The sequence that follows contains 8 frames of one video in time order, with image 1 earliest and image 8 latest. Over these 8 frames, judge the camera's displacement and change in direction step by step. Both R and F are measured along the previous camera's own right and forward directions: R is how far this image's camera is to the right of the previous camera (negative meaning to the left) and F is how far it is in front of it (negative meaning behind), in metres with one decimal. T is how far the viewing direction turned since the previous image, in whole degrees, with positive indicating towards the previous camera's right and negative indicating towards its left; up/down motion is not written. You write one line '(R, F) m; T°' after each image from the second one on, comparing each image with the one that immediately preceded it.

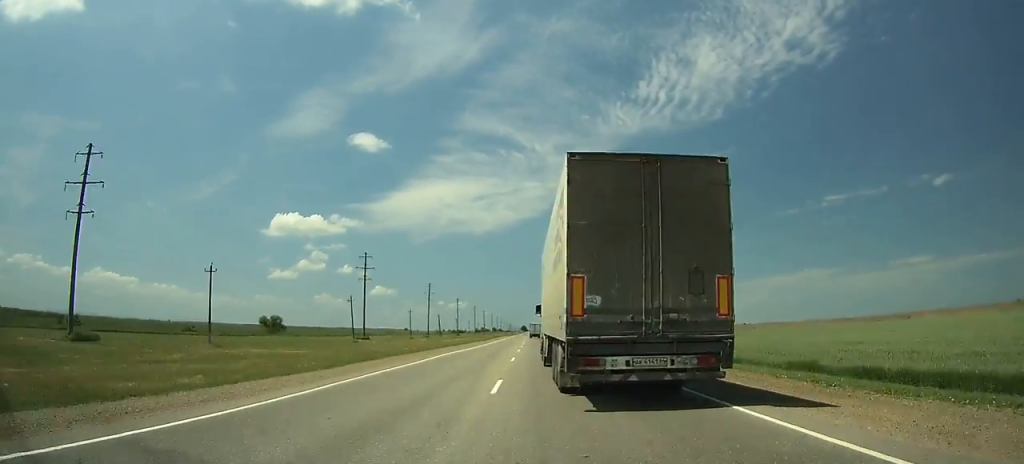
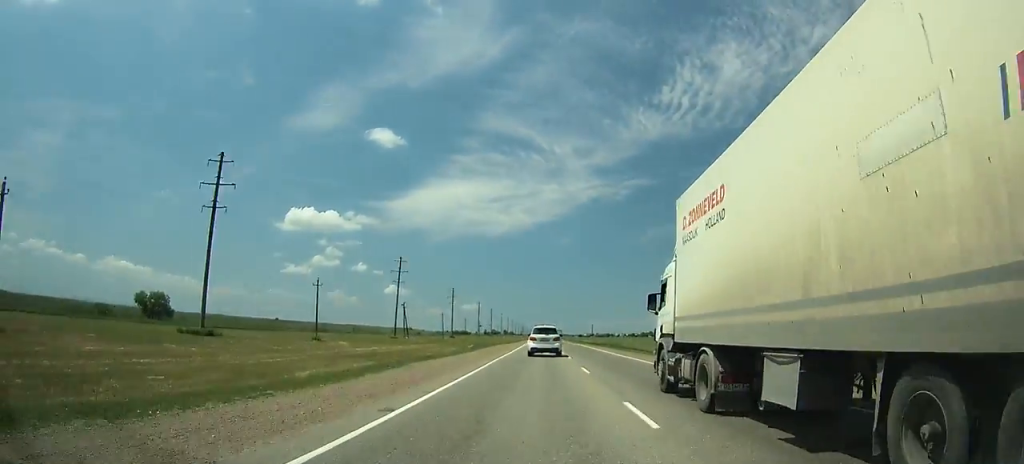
(-0.5, +92.7) m; 0°
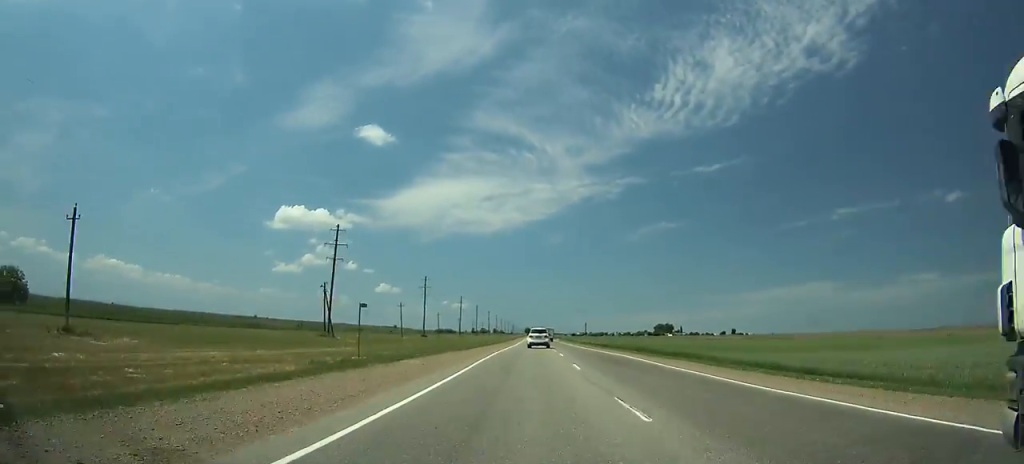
(-0.1, +47.5) m; +1°
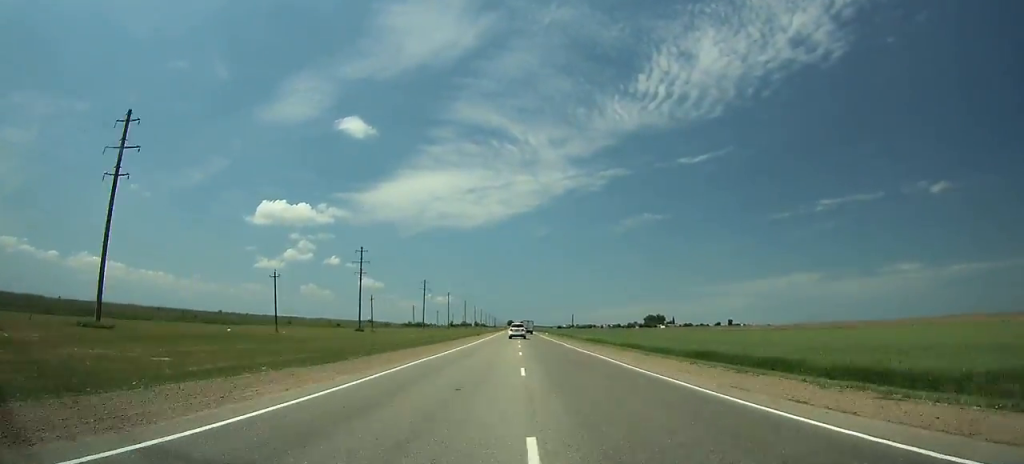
(+1.2, +61.4) m; +1°
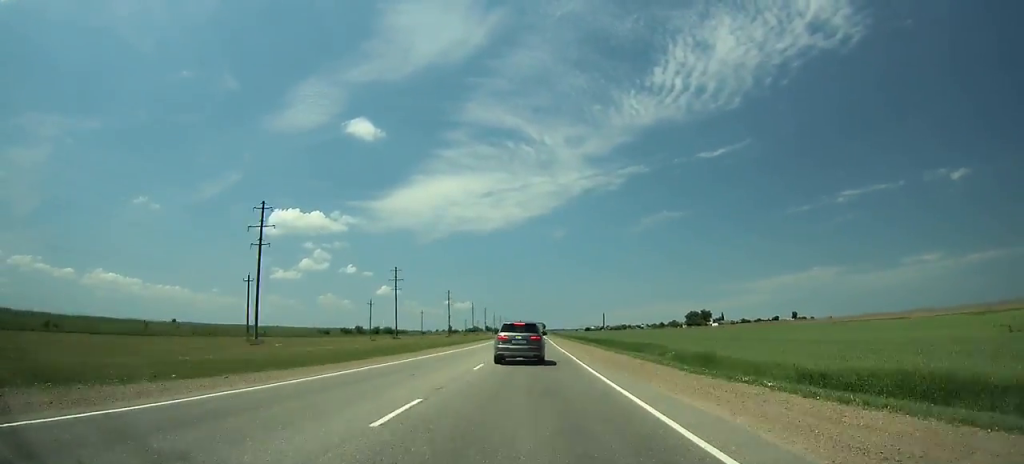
(+0.5, +173.9) m; 0°
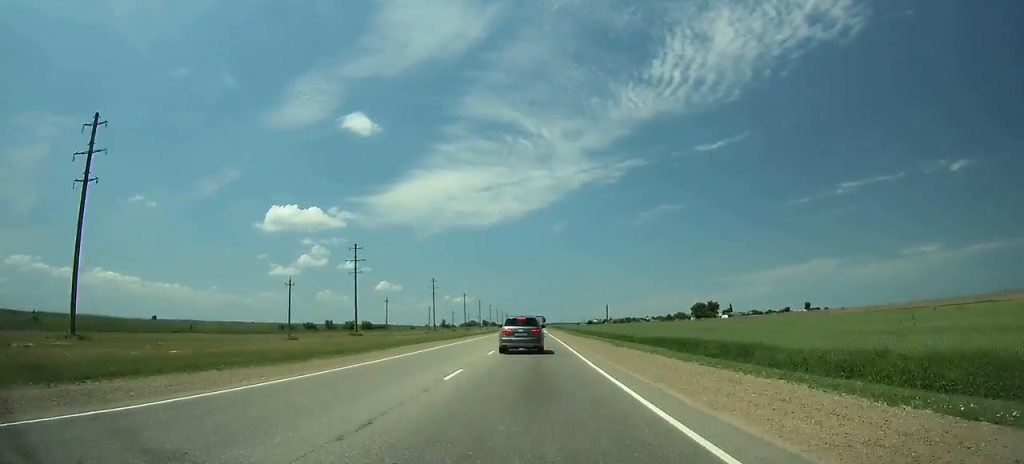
(-0.1, +41.5) m; 0°
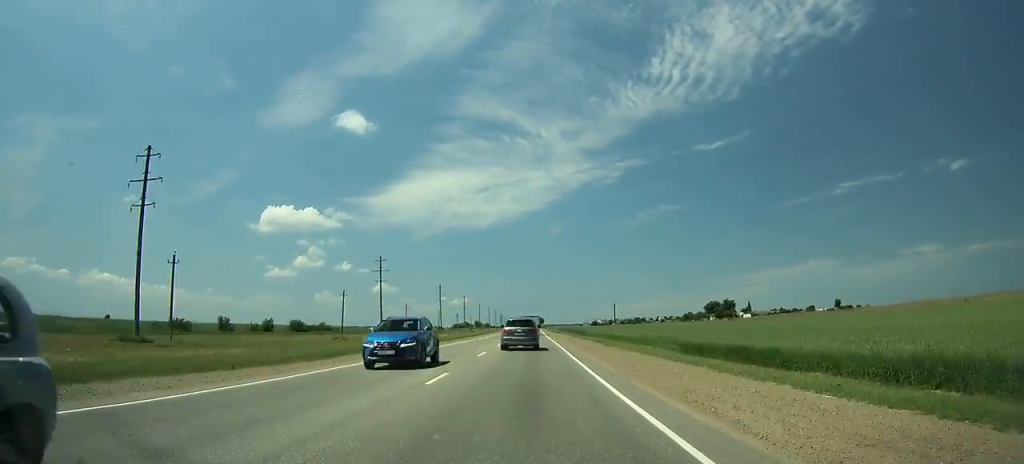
(-0.2, +87.2) m; 0°
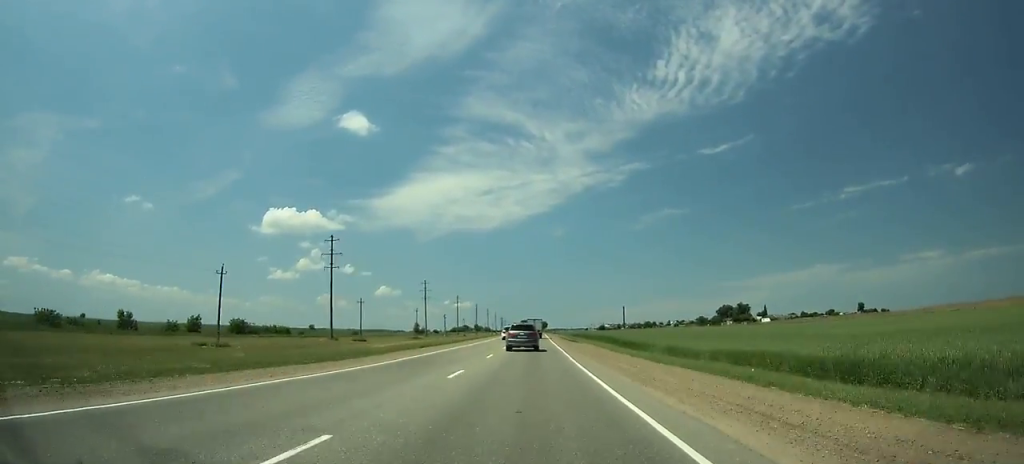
(-0.1, +45.4) m; 0°
